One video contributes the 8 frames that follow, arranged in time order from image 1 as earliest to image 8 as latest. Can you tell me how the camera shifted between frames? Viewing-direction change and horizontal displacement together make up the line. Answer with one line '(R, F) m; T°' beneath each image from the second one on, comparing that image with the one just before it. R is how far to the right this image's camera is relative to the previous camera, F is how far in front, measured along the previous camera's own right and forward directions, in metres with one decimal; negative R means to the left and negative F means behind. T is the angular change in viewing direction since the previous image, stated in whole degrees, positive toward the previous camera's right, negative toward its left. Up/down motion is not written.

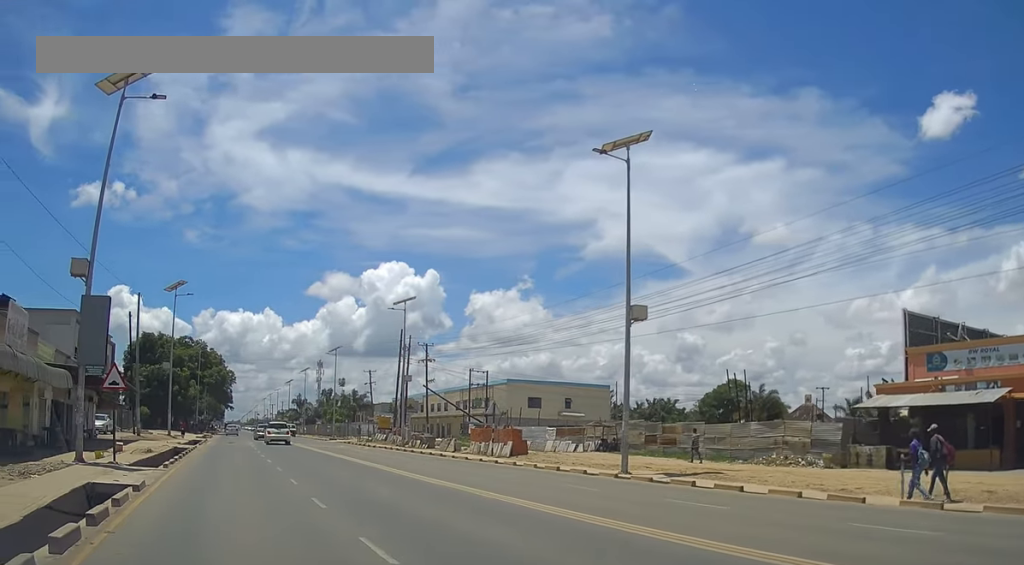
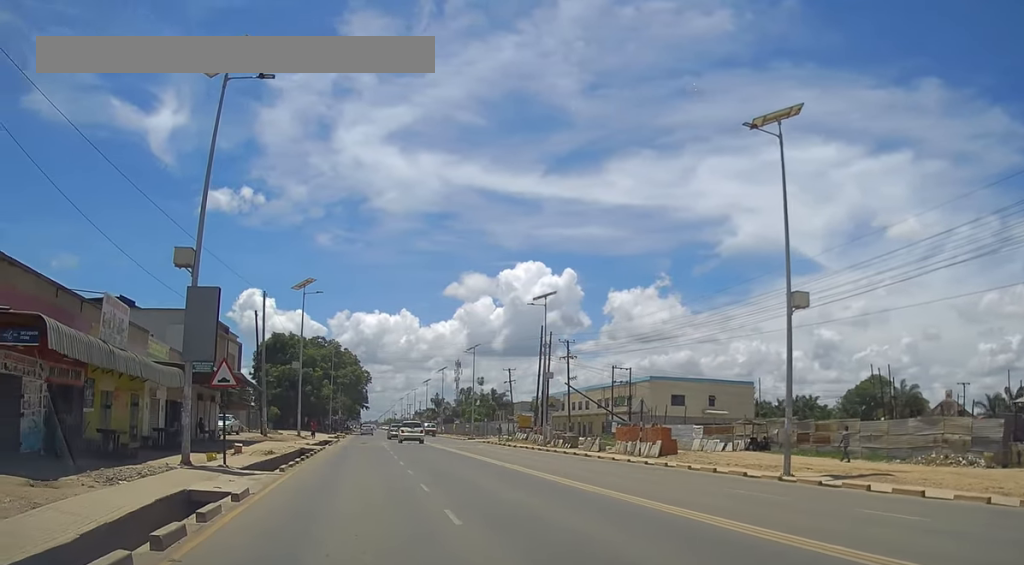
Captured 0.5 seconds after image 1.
(-0.3, +1.9) m; -8°
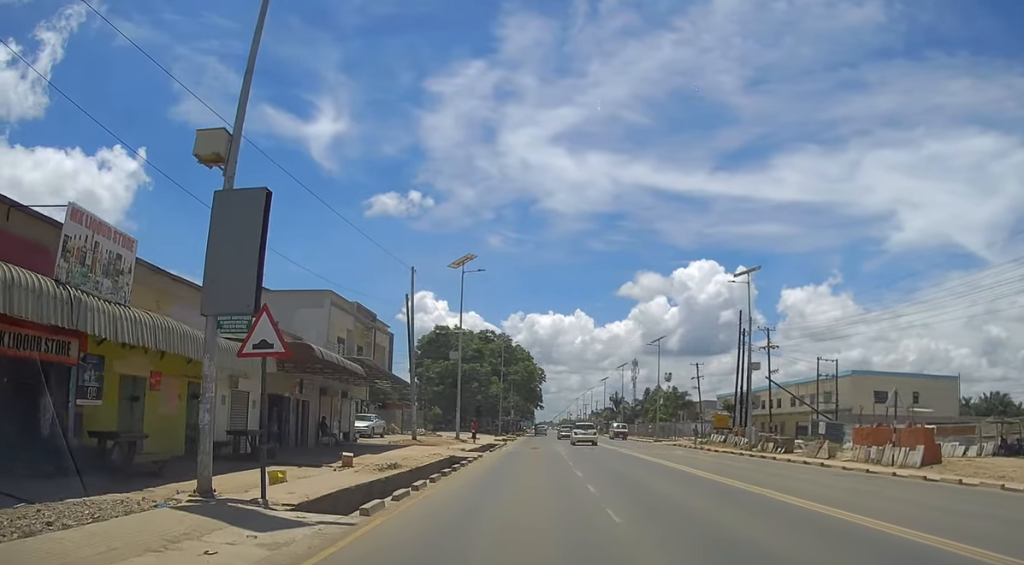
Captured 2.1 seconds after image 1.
(-1.4, +8.2) m; -12°
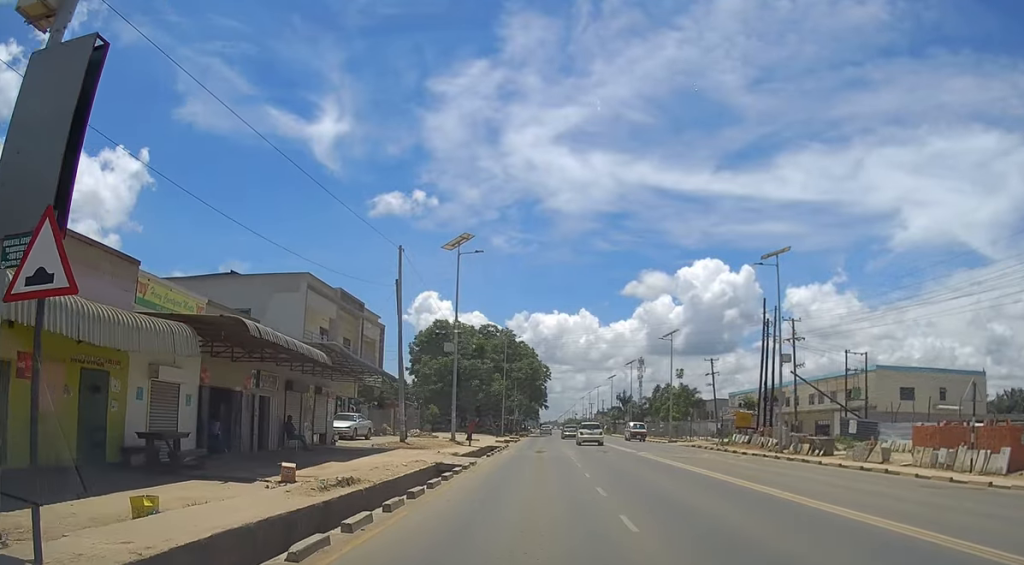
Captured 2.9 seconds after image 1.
(-0.1, +4.8) m; -1°
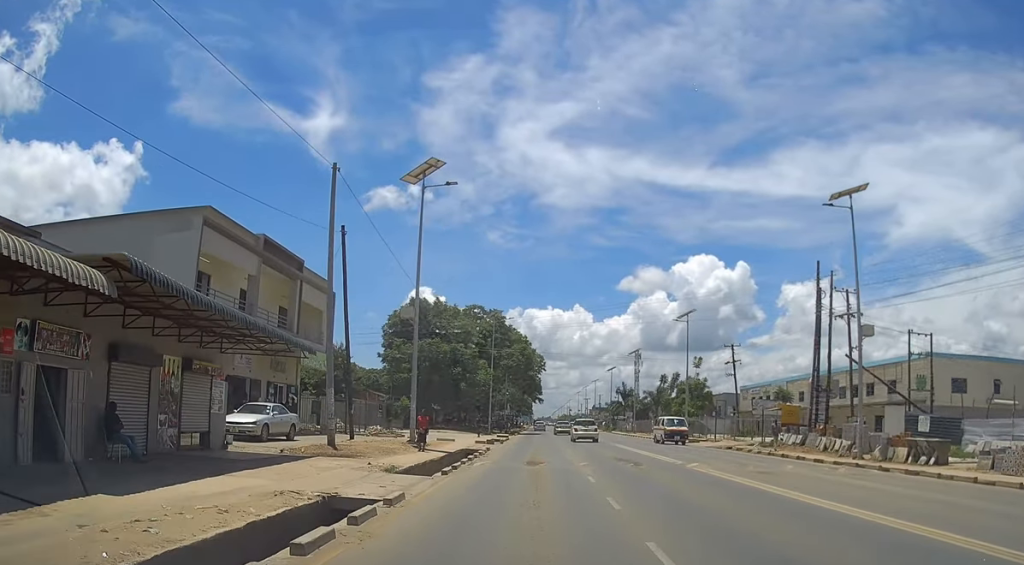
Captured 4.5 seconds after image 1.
(+0.2, +11.4) m; +1°
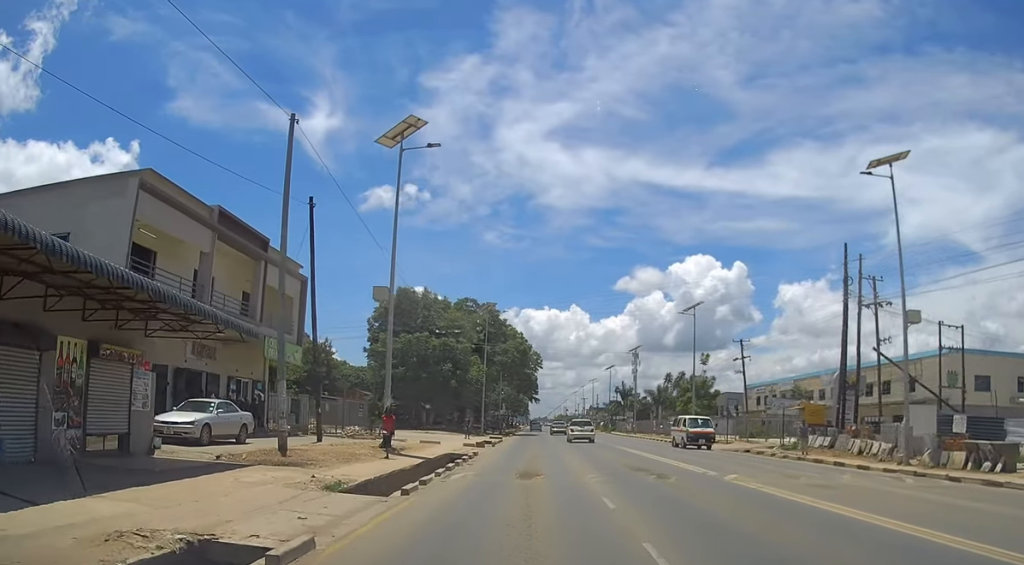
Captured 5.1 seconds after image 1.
(0.0, +4.4) m; 0°
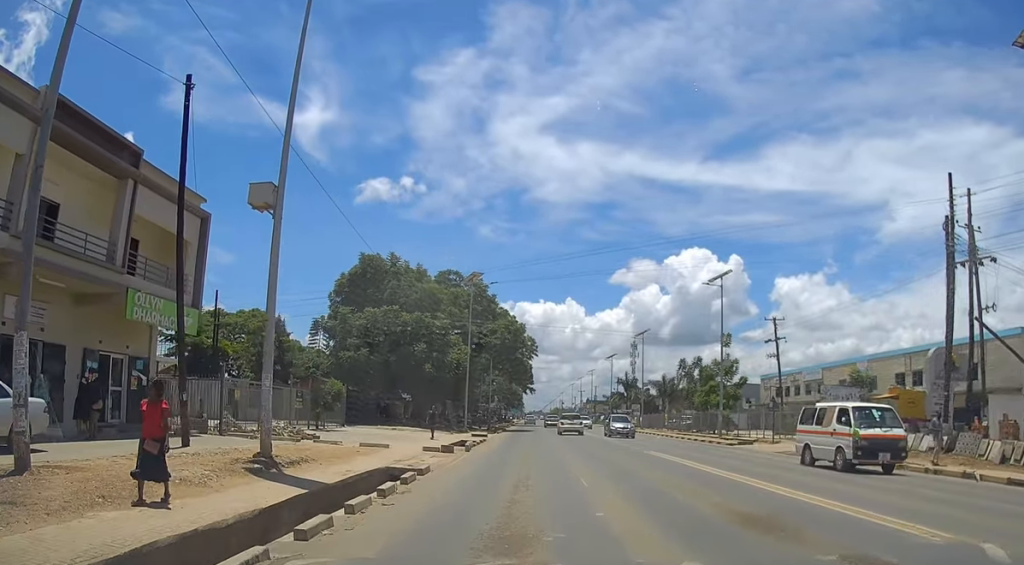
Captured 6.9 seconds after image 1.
(0.0, +12.3) m; 0°
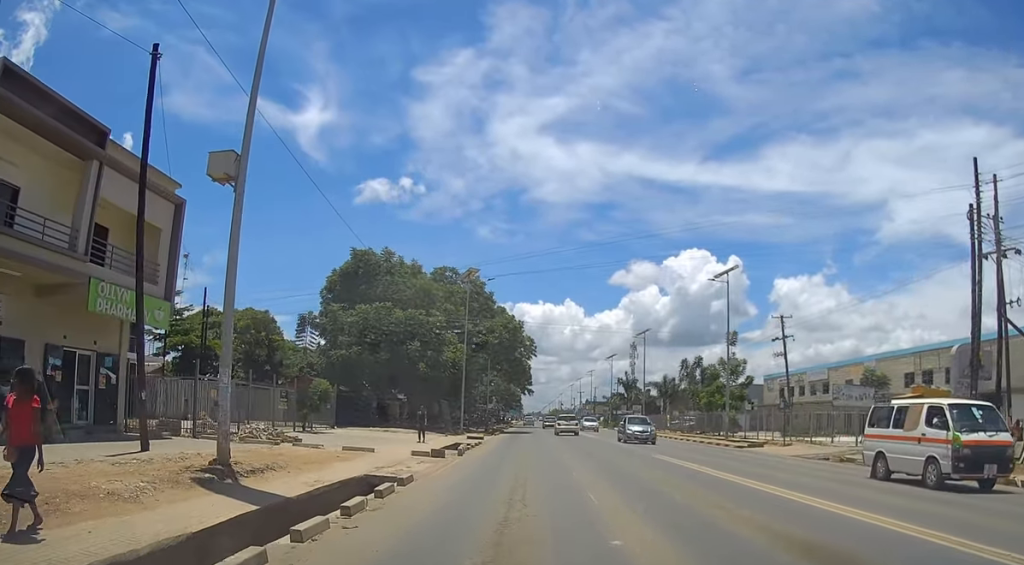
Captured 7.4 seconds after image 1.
(0.0, +2.4) m; 0°
